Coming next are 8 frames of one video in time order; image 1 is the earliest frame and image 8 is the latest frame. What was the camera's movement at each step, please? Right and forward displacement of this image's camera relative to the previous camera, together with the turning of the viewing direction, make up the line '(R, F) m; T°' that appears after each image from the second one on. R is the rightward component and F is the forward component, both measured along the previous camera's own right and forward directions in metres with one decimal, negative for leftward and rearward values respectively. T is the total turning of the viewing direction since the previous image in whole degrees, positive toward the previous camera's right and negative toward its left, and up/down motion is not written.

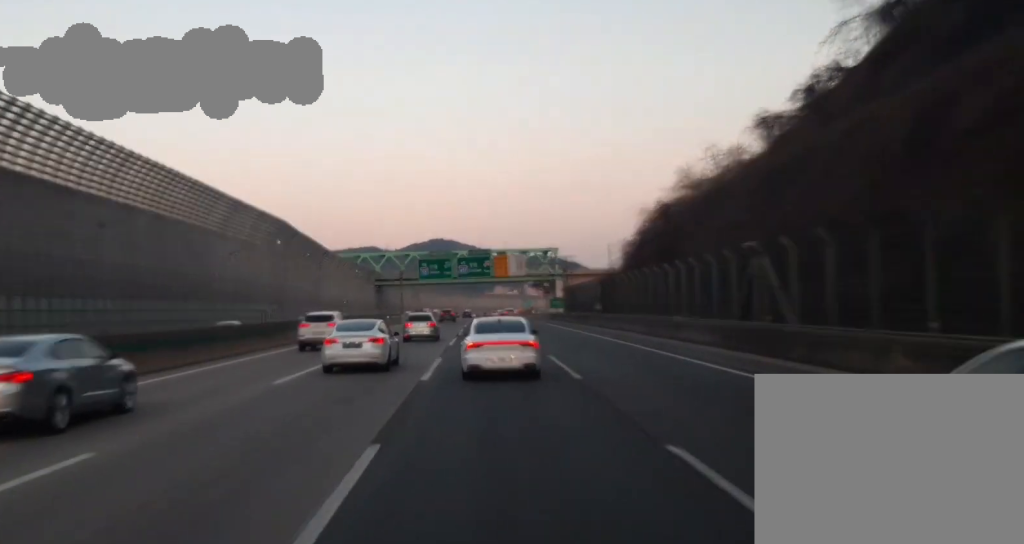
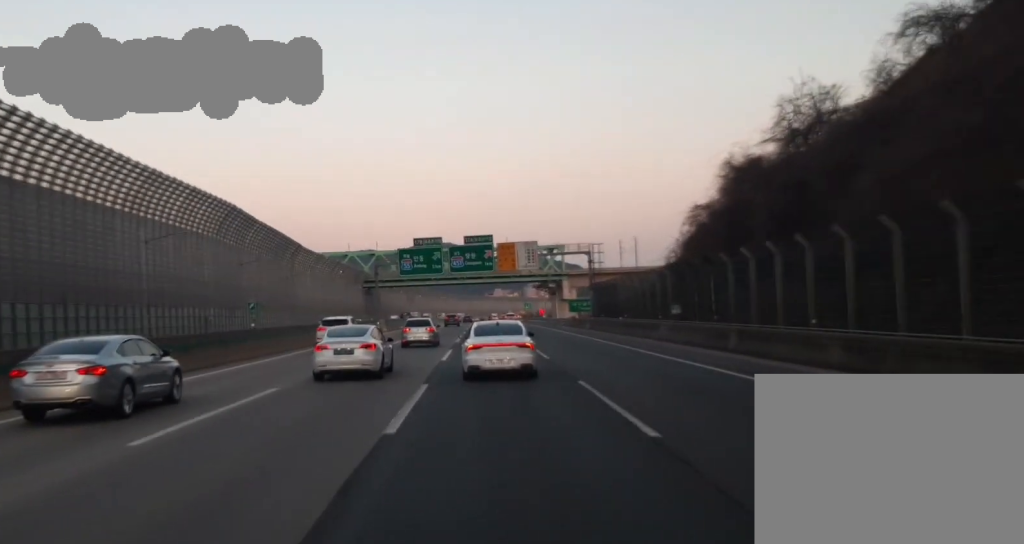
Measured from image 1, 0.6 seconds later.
(0.0, +28.9) m; 0°
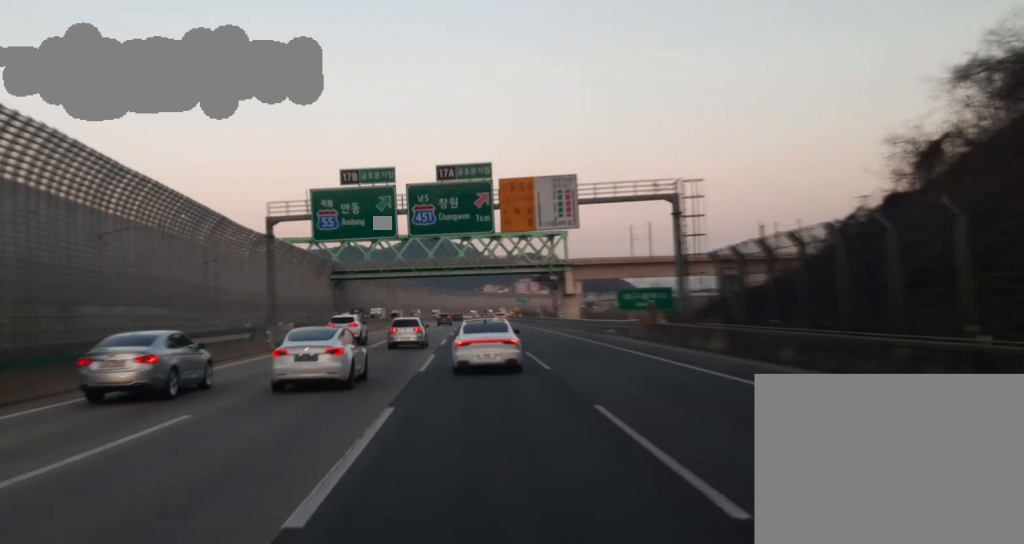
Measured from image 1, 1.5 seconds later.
(0.0, +45.3) m; 0°
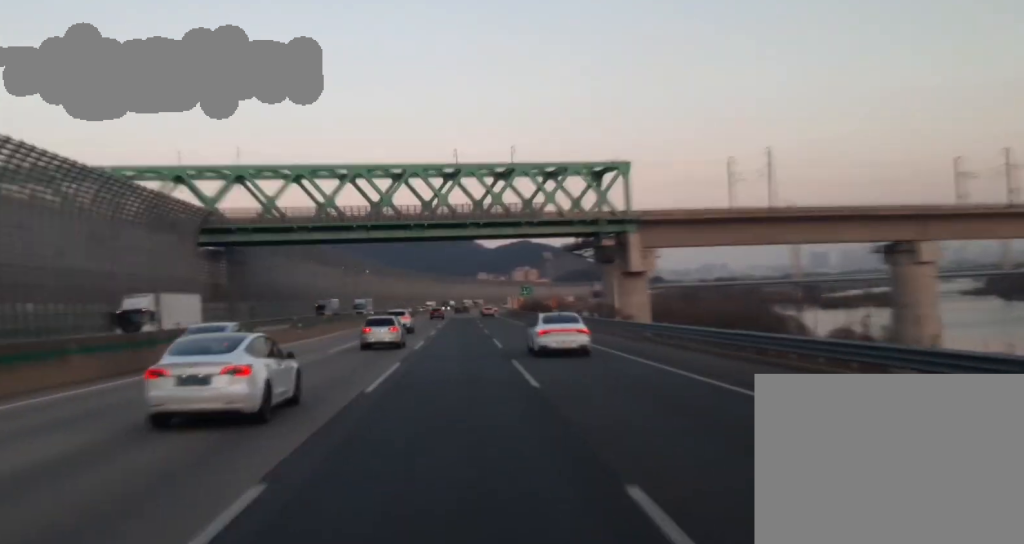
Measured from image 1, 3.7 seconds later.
(+0.3, +106.8) m; 0°
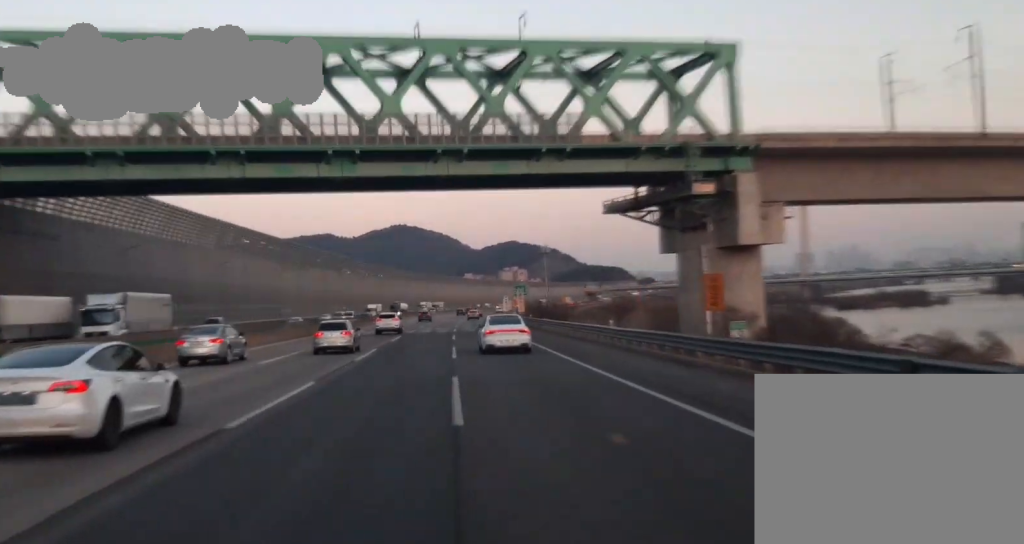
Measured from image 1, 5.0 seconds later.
(+0.1, +66.3) m; 0°
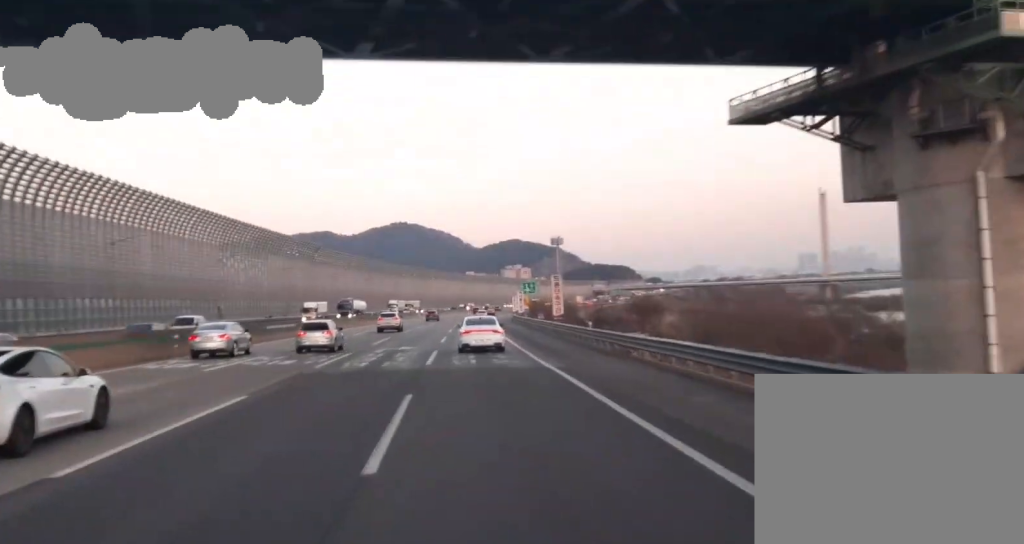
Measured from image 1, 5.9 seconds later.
(+0.1, +43.2) m; +1°
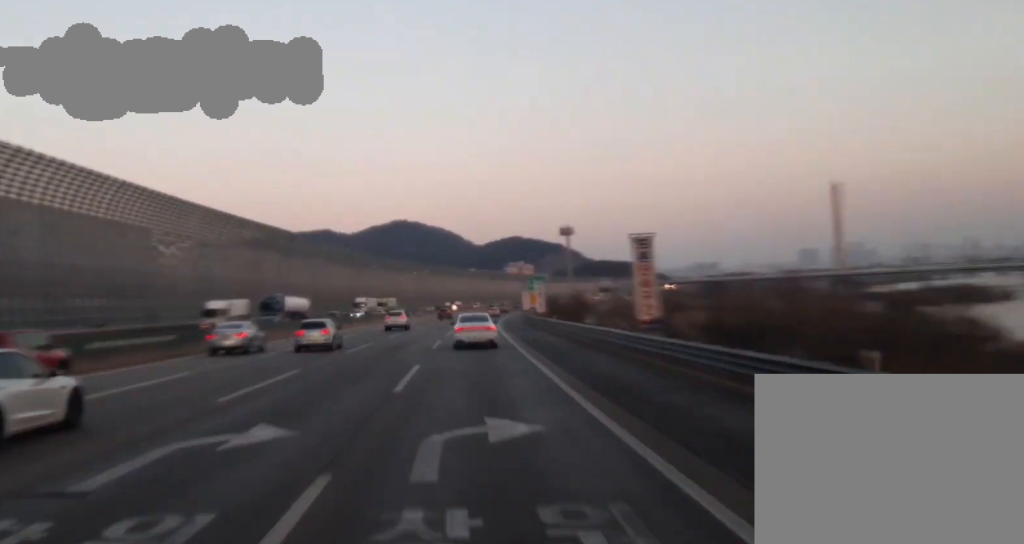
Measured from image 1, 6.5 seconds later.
(+0.2, +29.9) m; 0°
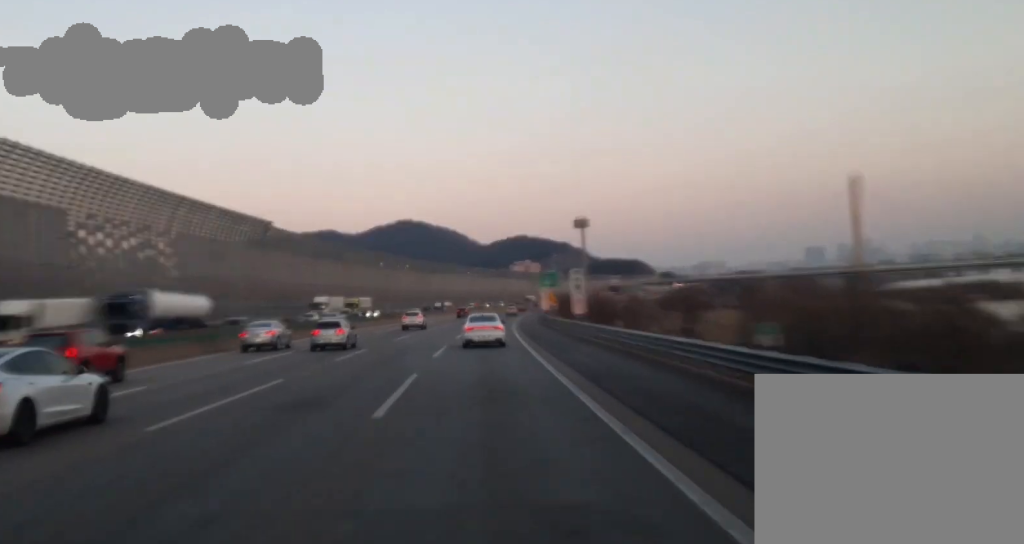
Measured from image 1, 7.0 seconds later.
(0.0, +24.9) m; 0°
